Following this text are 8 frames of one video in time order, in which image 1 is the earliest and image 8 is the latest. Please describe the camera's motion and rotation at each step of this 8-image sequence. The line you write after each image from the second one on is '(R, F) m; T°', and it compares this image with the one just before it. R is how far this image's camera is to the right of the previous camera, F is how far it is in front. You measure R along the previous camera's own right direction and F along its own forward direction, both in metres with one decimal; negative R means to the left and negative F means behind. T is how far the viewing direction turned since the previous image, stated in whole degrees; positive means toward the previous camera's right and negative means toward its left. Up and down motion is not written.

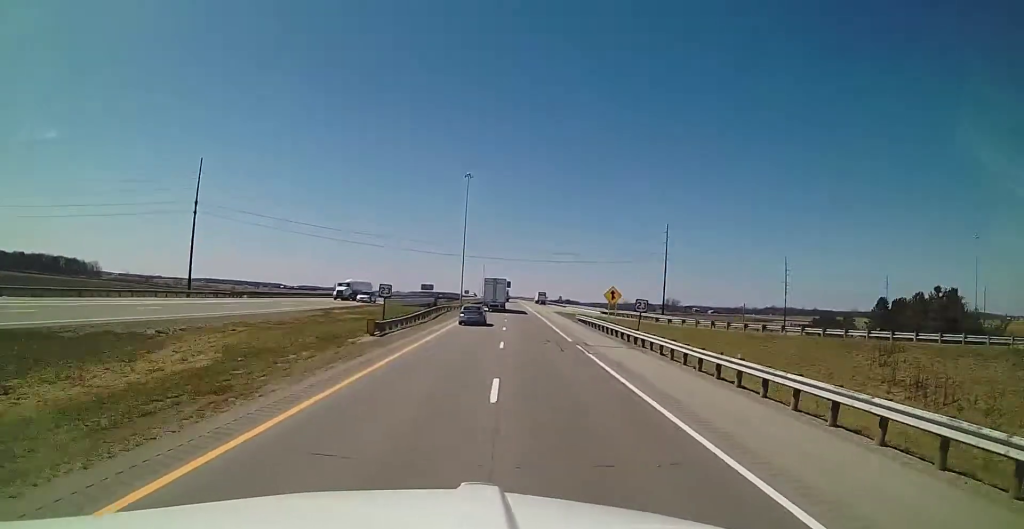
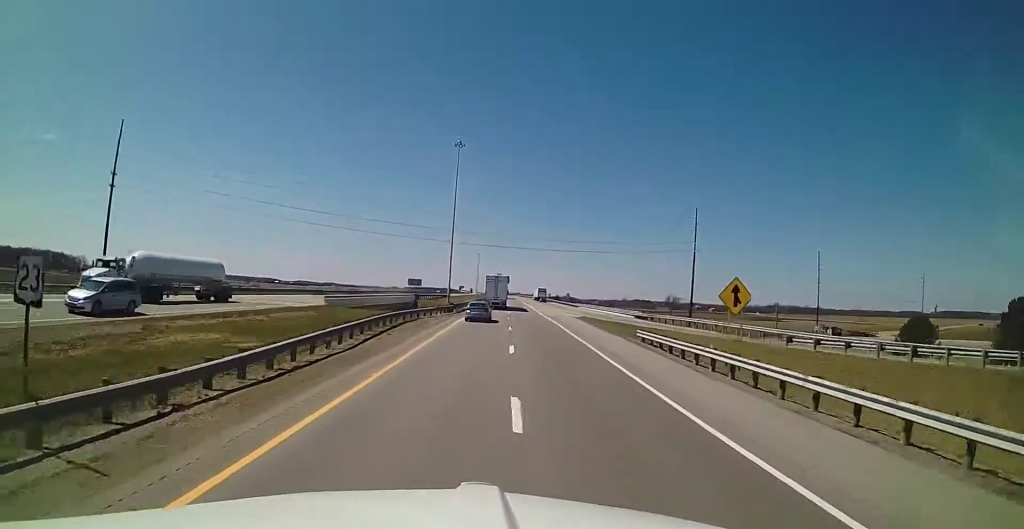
(-0.4, +26.8) m; 0°
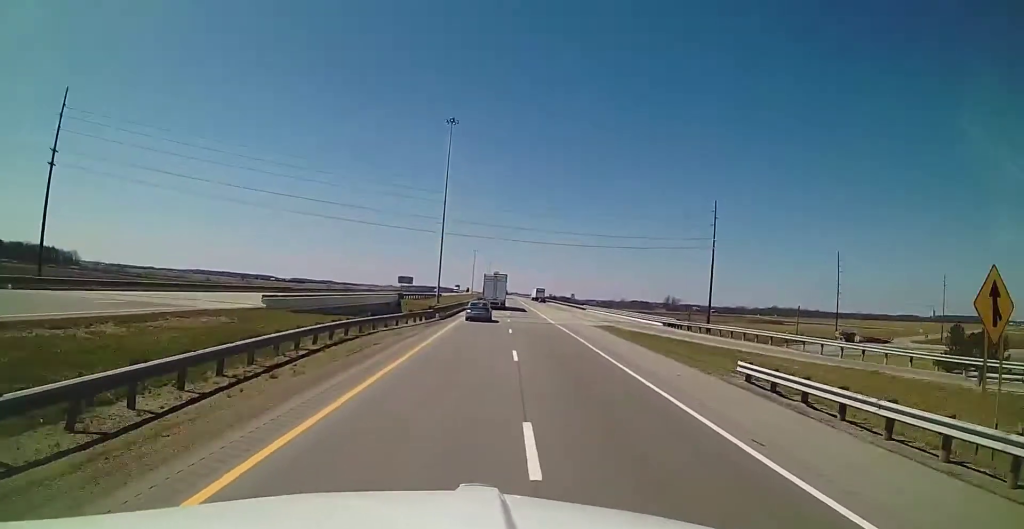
(0.0, +14.4) m; 0°
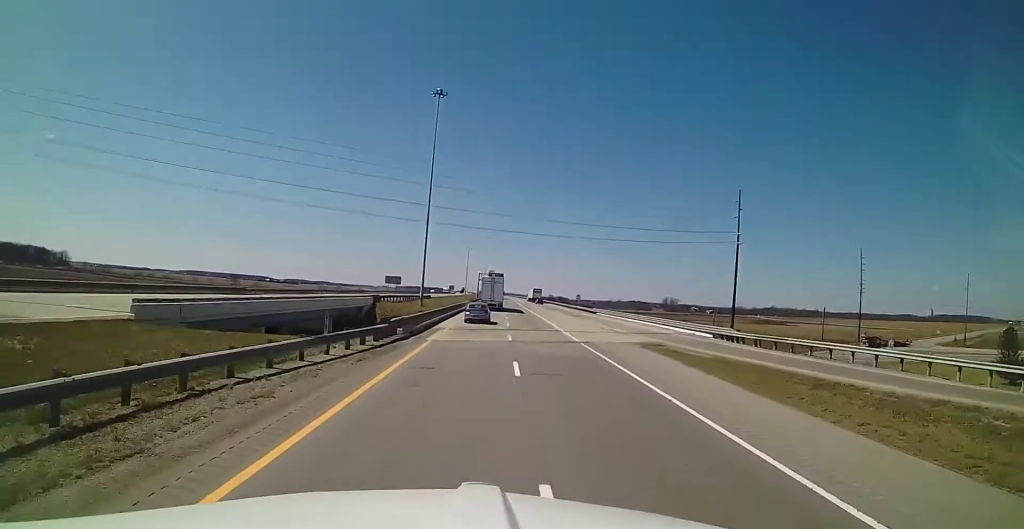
(+0.2, +15.4) m; +1°
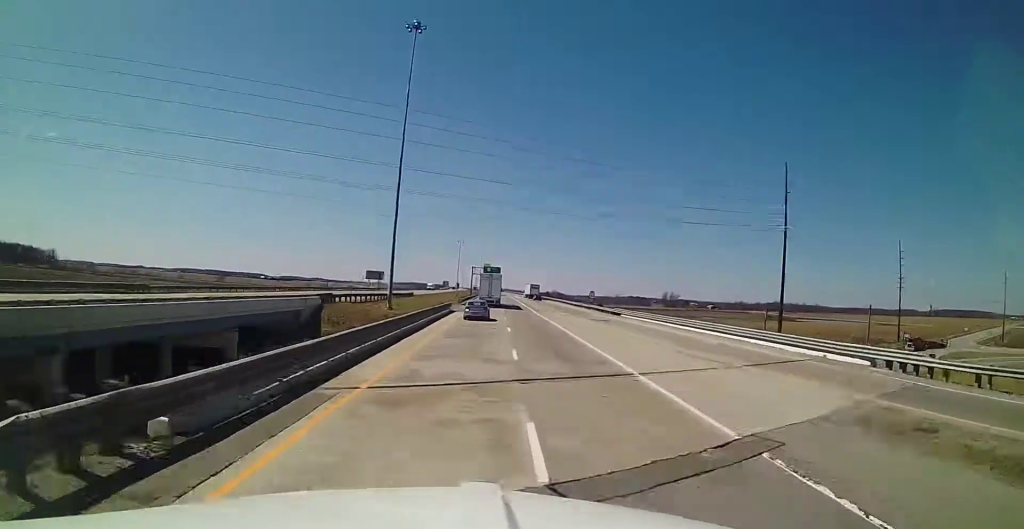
(+0.1, +21.1) m; 0°
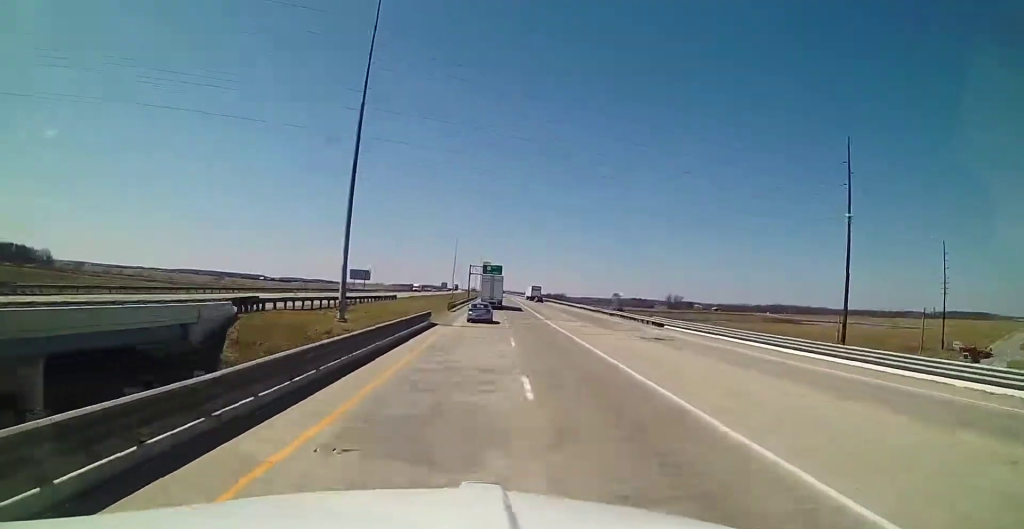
(0.0, +18.3) m; 0°
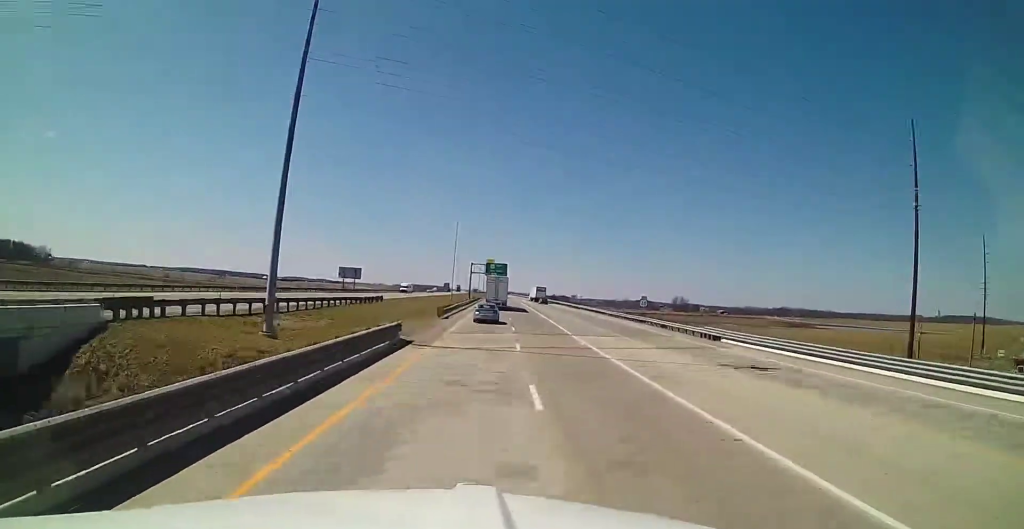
(0.0, +13.5) m; 0°
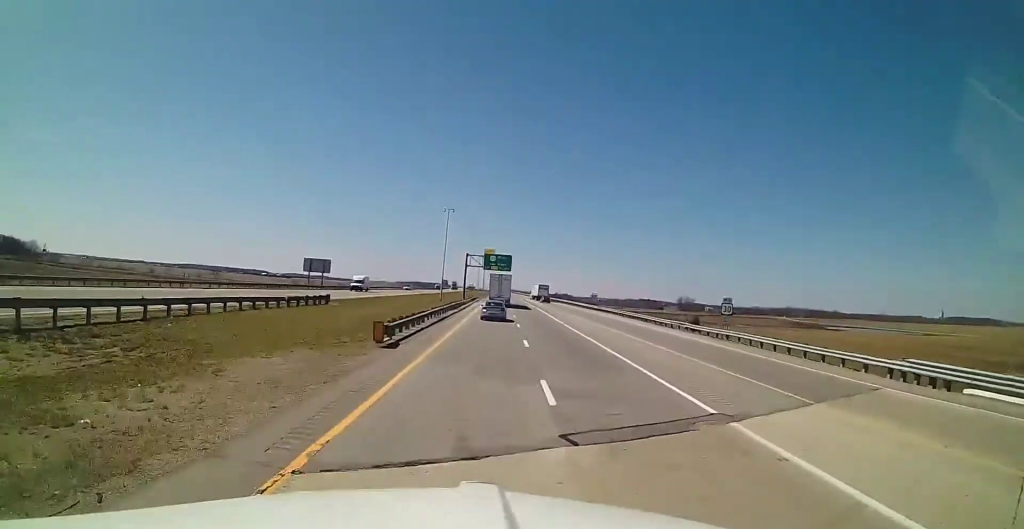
(0.0, +24.1) m; 0°
